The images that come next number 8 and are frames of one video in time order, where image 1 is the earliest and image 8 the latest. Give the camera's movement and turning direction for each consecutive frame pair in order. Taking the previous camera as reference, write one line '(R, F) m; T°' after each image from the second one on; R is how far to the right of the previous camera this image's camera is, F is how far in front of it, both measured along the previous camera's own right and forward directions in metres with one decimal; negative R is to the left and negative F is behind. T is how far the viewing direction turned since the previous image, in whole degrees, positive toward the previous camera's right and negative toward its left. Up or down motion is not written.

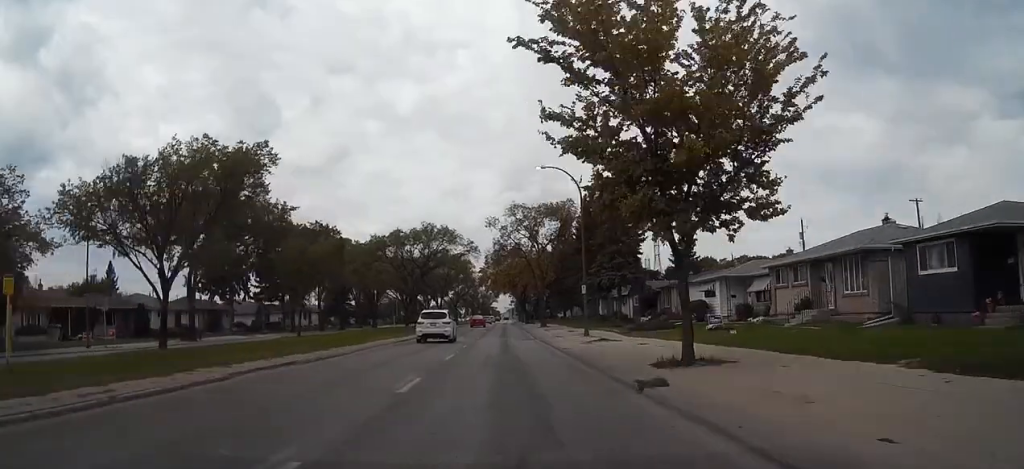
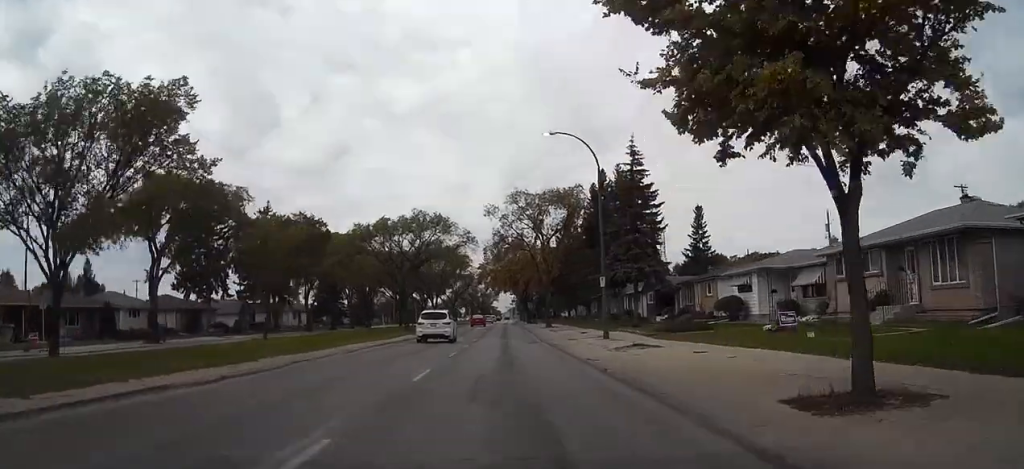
(+0.1, +8.0) m; 0°
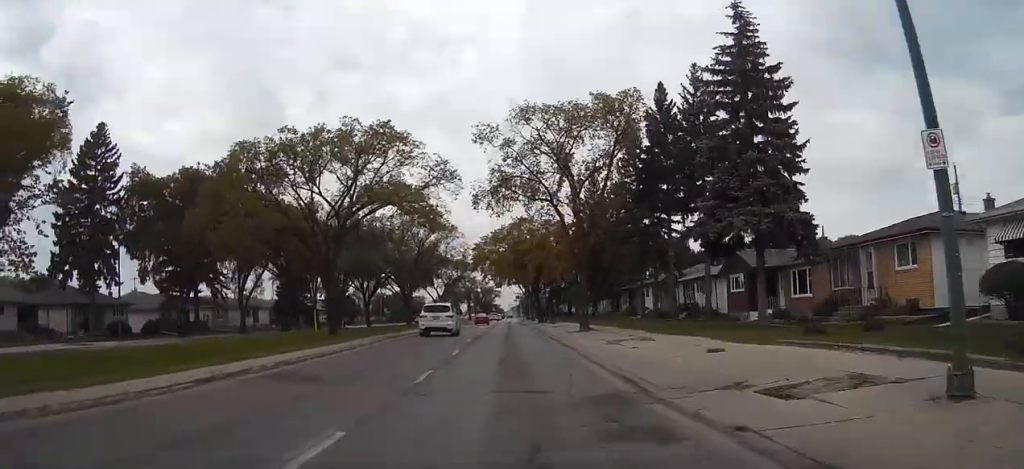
(-0.1, +27.7) m; -1°
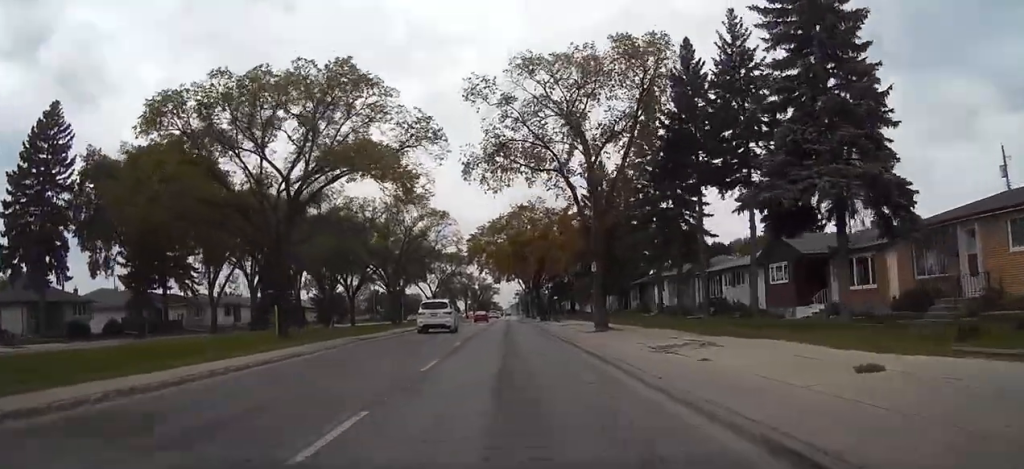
(+0.1, +7.8) m; -1°
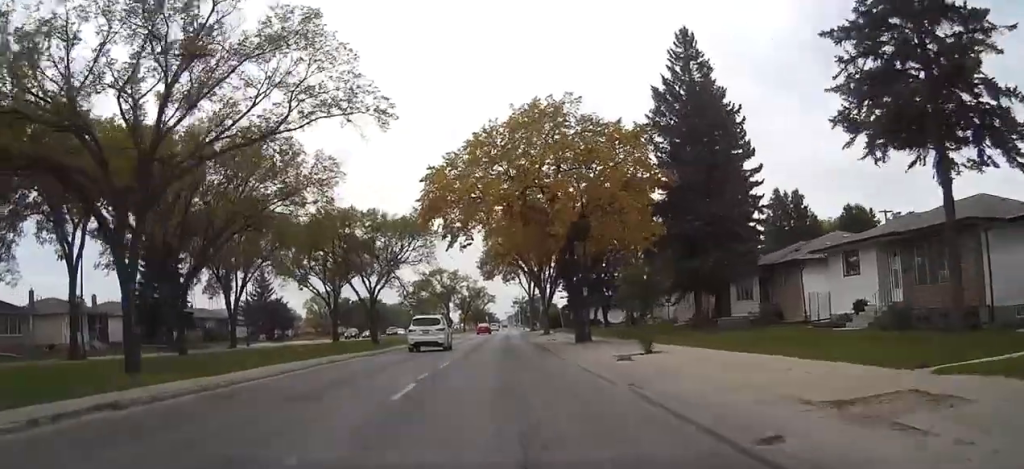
(-0.9, +39.1) m; -2°
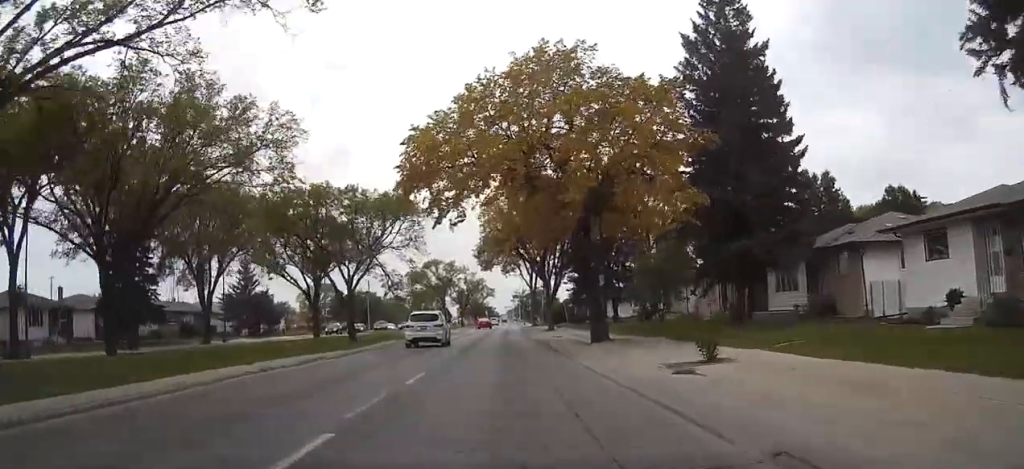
(0.0, +6.9) m; 0°
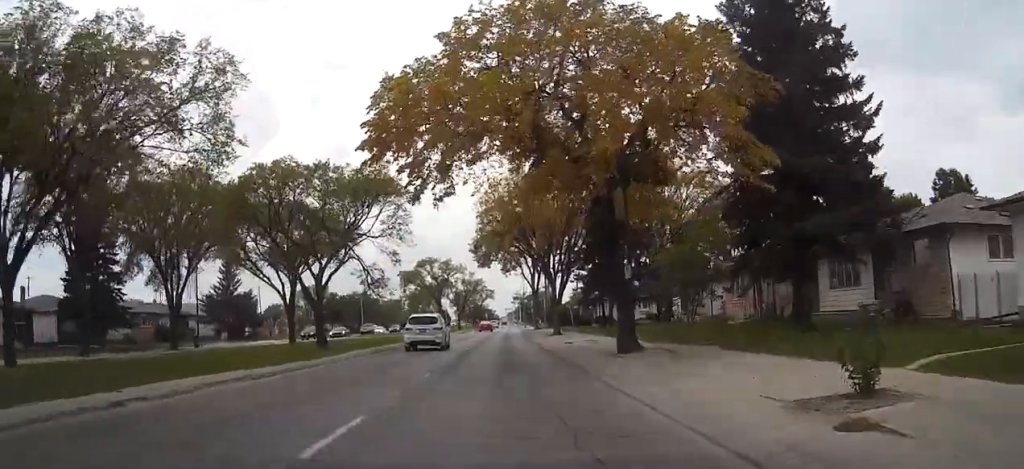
(-0.1, +7.0) m; 0°
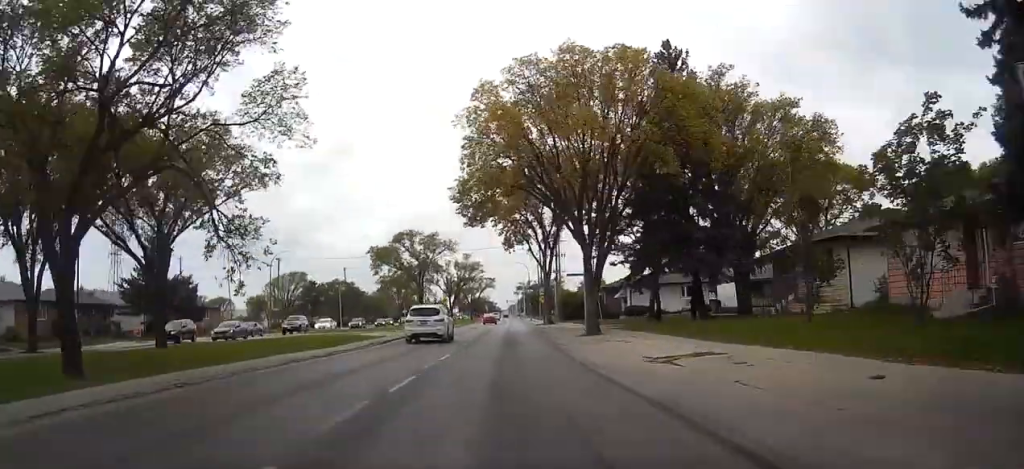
(0.0, +21.6) m; 0°
